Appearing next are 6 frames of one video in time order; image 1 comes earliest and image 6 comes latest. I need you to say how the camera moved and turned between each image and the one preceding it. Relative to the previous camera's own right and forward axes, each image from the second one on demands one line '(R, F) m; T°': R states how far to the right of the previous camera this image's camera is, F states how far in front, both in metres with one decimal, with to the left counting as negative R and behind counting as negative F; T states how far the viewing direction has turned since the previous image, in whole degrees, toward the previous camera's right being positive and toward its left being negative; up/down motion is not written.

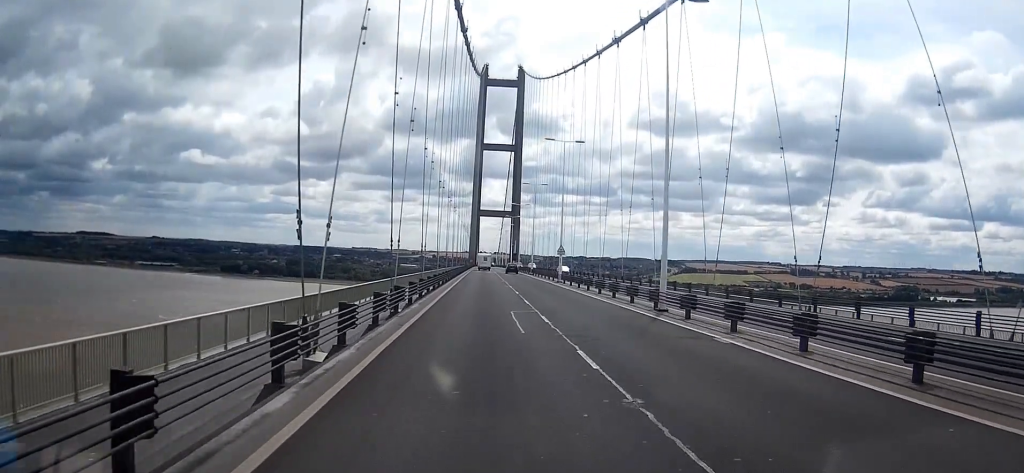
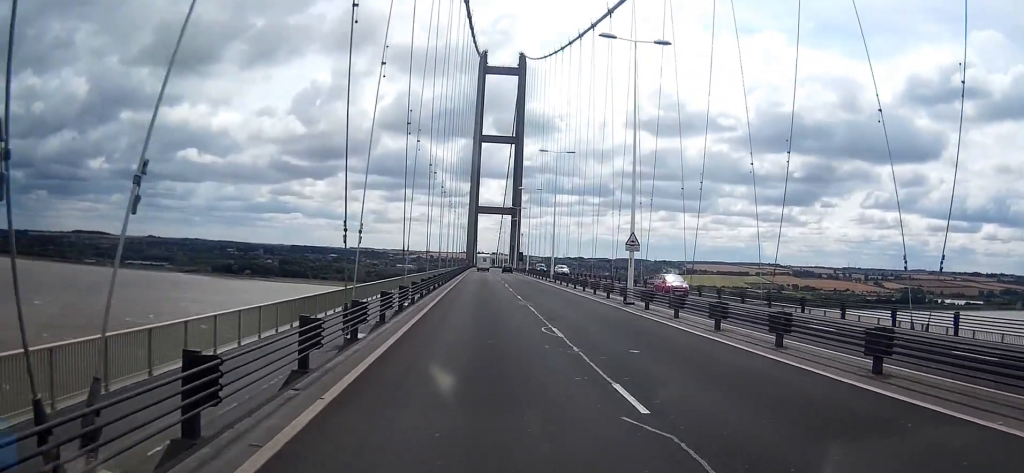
(-0.1, +30.4) m; 0°
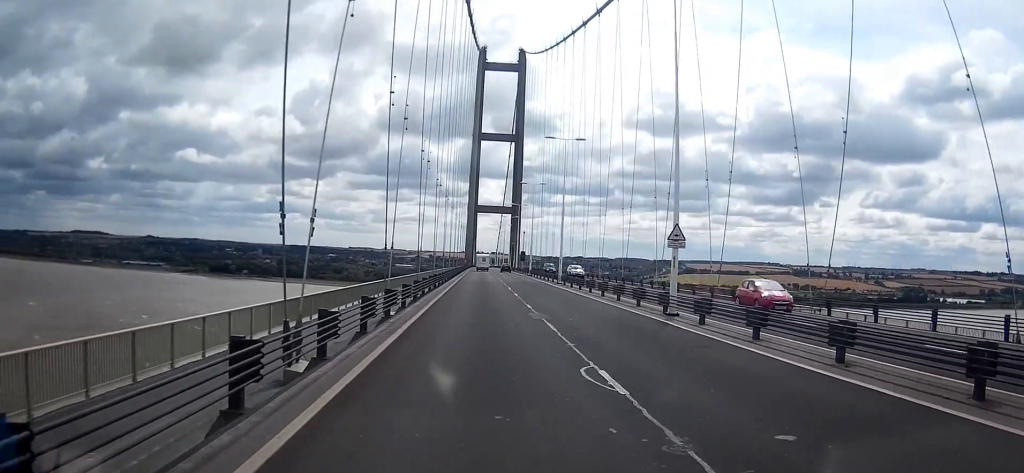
(0.0, +7.4) m; 0°
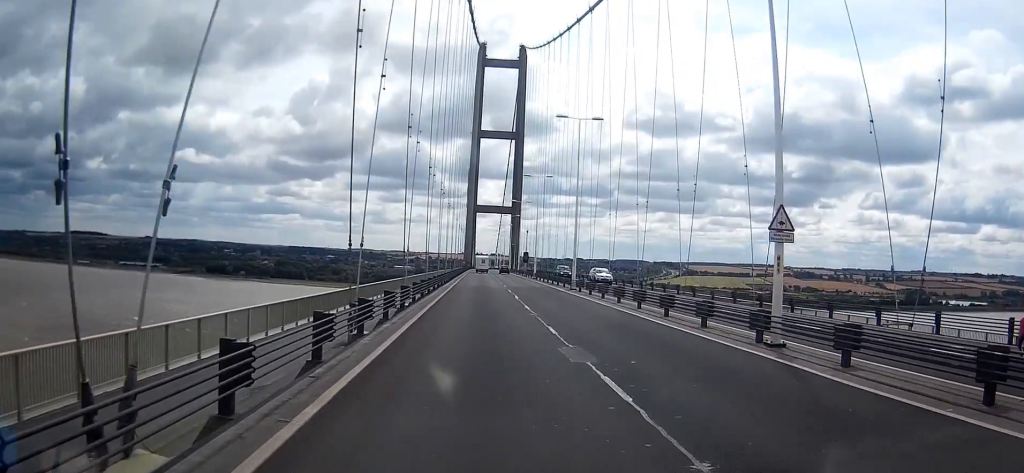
(0.0, +9.5) m; 0°
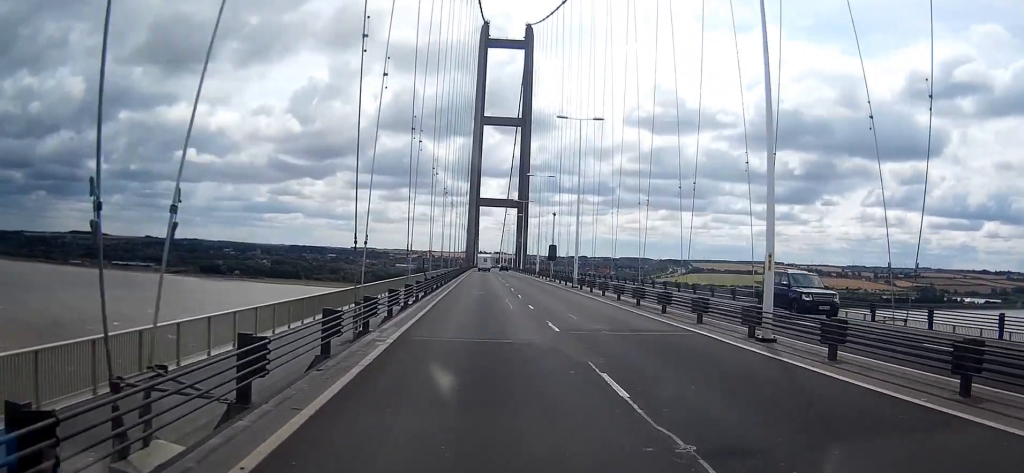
(+0.1, +35.3) m; 0°
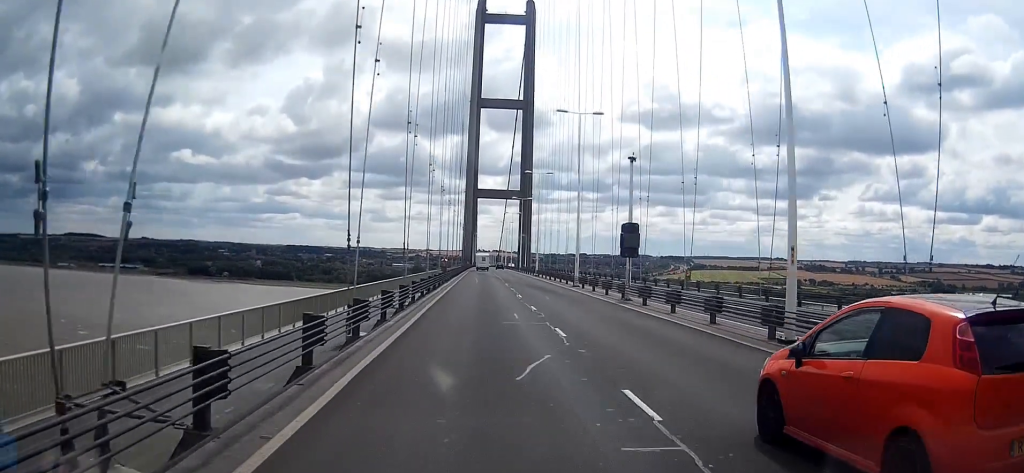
(-0.2, +37.3) m; 0°
